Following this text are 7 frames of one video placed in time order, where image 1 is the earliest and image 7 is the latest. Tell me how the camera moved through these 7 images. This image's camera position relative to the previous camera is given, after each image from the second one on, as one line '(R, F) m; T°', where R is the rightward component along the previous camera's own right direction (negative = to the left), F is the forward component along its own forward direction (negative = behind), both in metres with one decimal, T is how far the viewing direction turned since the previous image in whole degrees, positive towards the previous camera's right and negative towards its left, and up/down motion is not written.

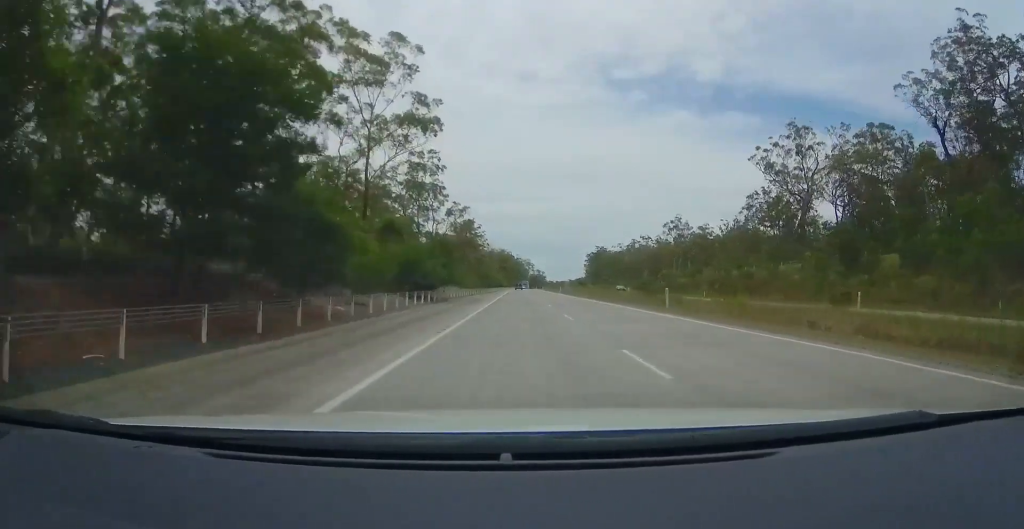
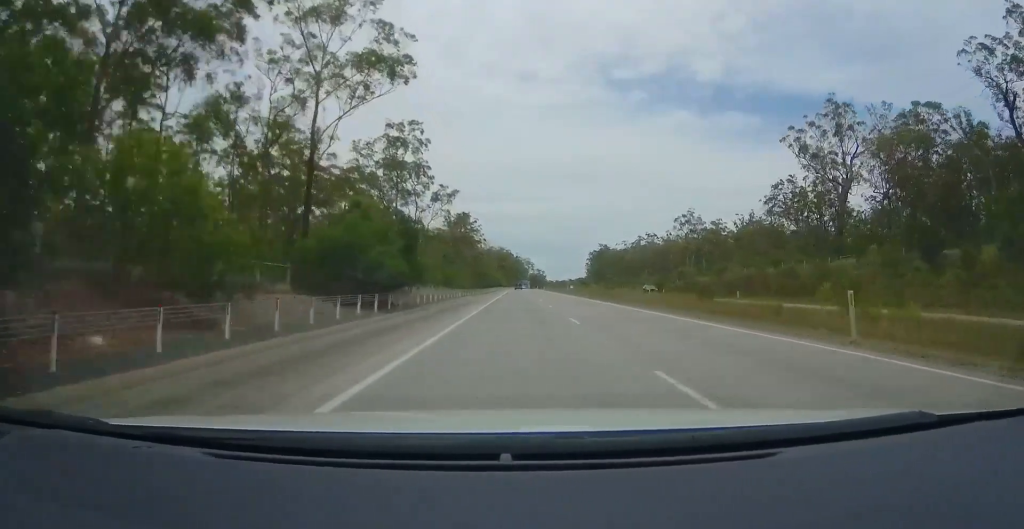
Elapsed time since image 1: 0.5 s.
(0.0, +14.5) m; 0°
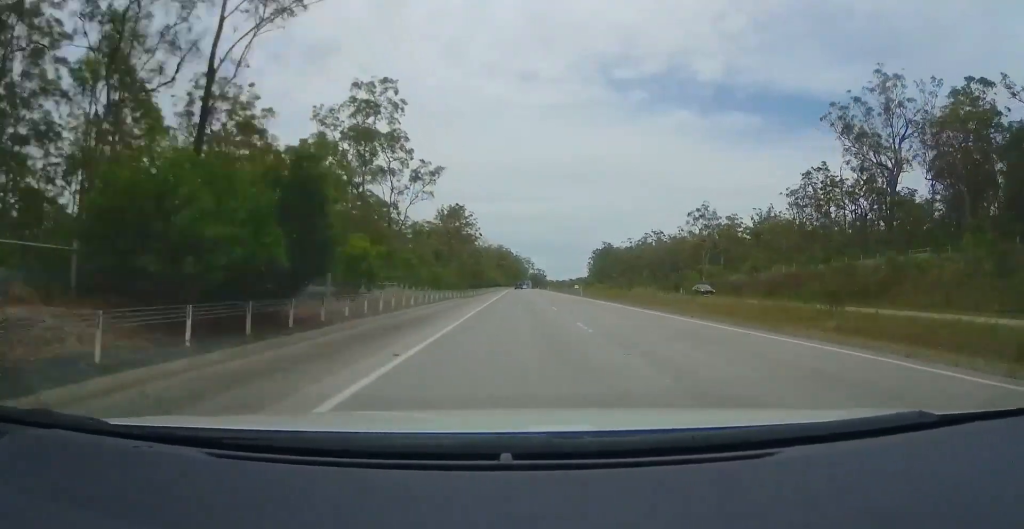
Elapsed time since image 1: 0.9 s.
(0.0, +13.3) m; 0°
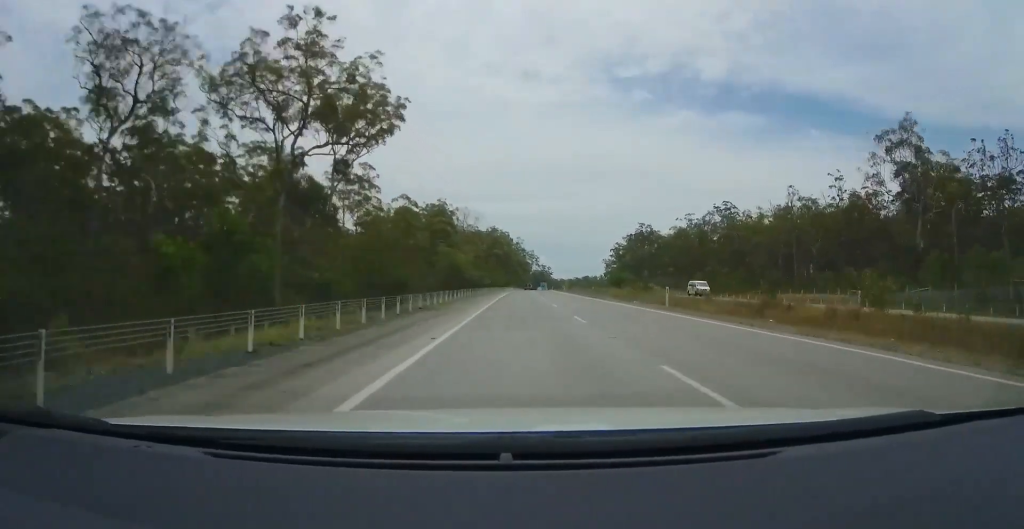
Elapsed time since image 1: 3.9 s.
(-0.5, +89.6) m; 0°
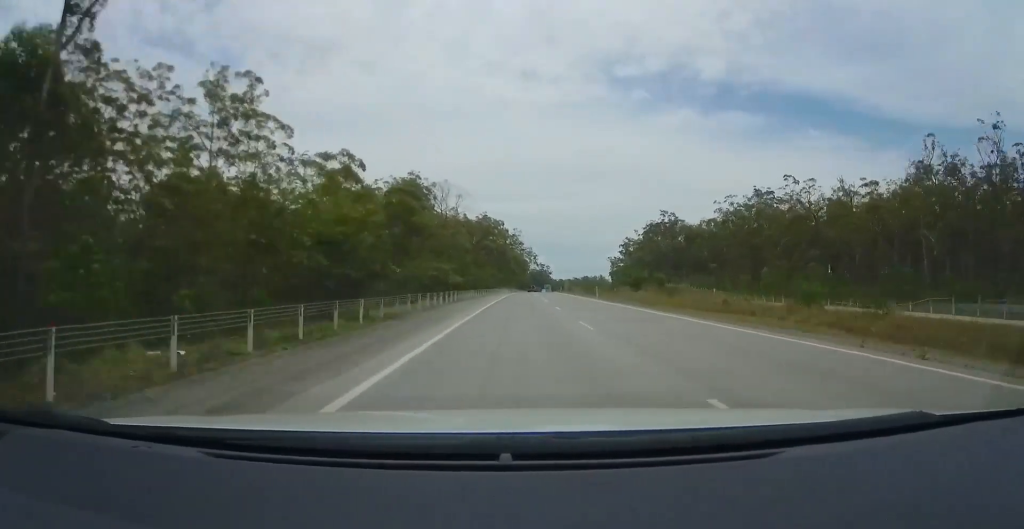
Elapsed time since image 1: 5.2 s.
(+0.5, +37.4) m; +1°
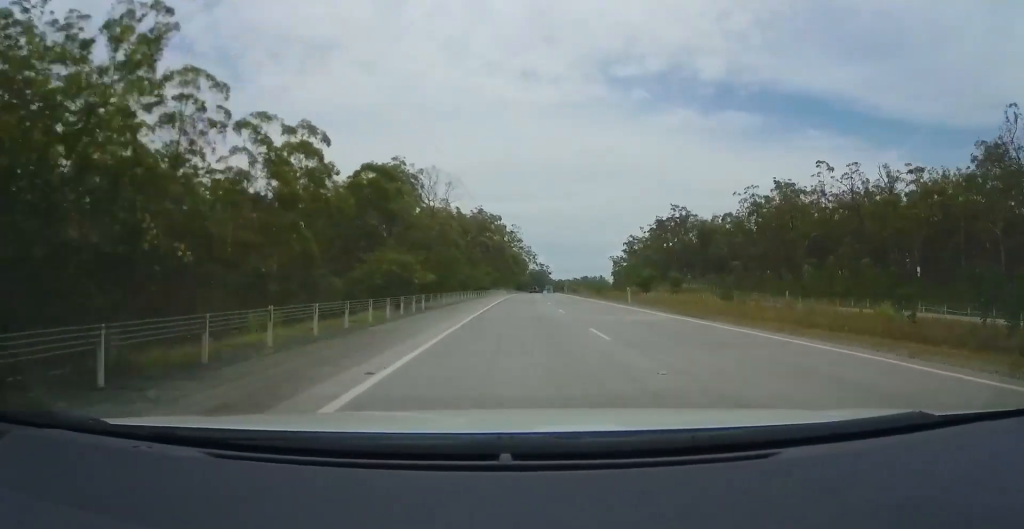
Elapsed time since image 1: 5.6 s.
(+0.3, +14.5) m; -1°
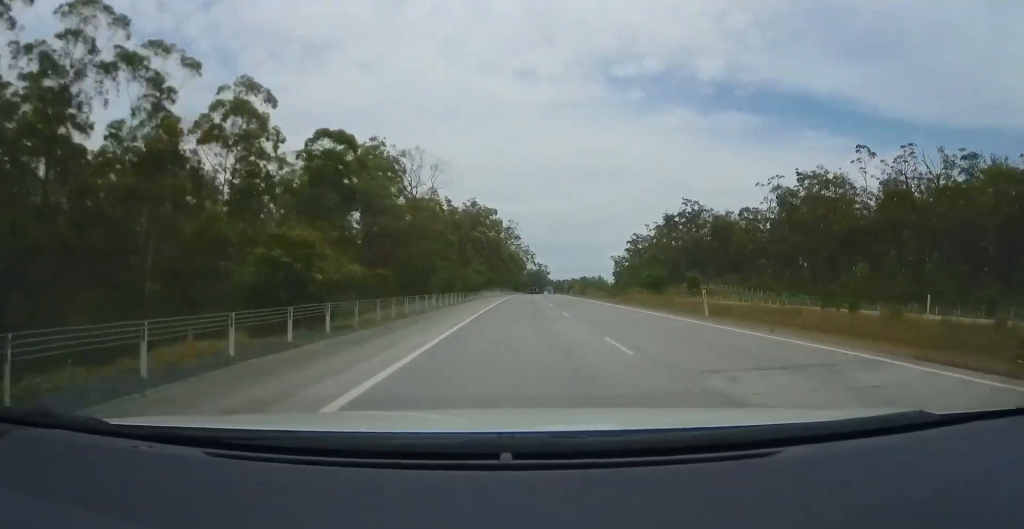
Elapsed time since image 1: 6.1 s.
(+0.2, +14.5) m; -1°
